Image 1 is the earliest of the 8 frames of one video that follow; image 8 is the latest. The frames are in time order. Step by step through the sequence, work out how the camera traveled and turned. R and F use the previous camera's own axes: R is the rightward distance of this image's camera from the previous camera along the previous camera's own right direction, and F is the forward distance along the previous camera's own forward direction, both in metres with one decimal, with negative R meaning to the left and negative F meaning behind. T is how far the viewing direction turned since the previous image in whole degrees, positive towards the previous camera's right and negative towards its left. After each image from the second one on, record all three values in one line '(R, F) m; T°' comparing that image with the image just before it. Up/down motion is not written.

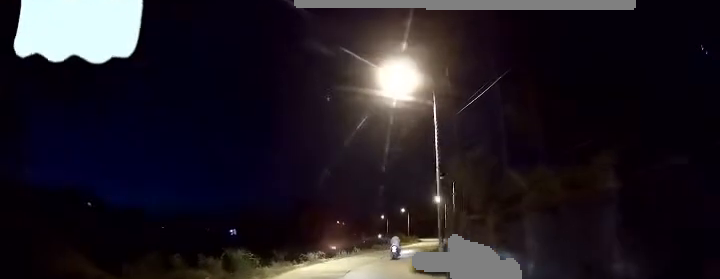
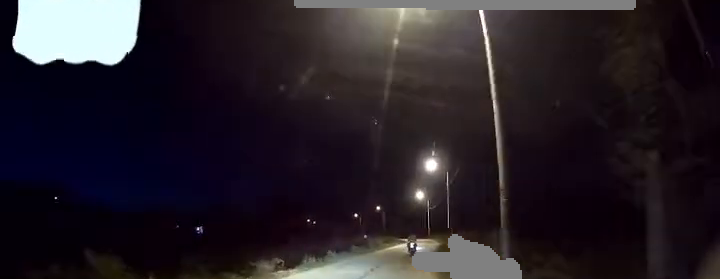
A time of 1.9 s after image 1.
(+0.1, +9.7) m; +10°
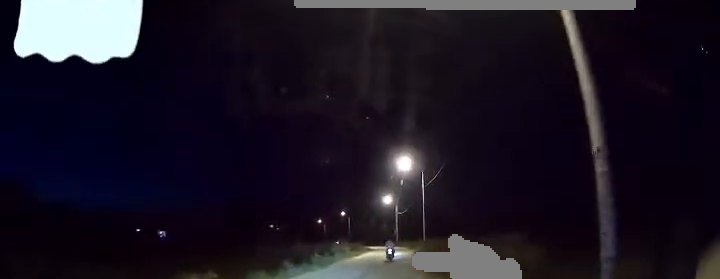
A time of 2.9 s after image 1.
(+0.7, +5.1) m; +7°
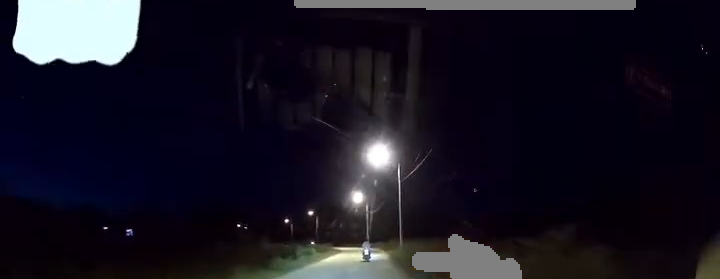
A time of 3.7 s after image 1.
(0.0, +4.6) m; +1°
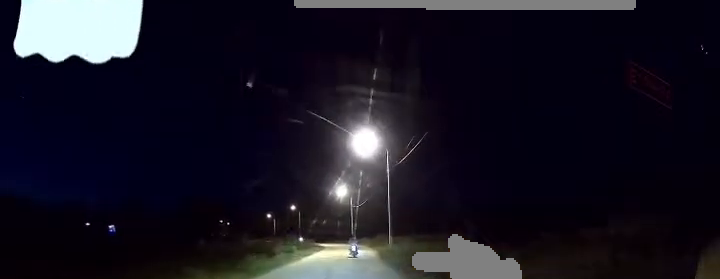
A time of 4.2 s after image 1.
(0.0, +3.3) m; +1°
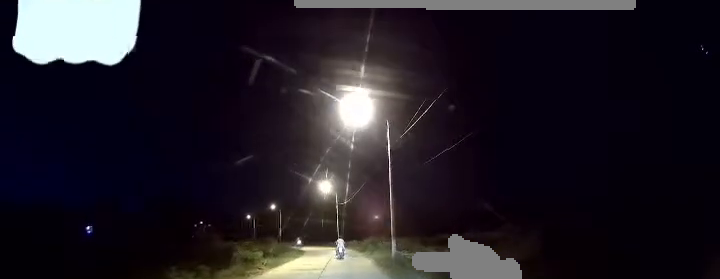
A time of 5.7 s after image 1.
(+0.3, +8.9) m; +3°
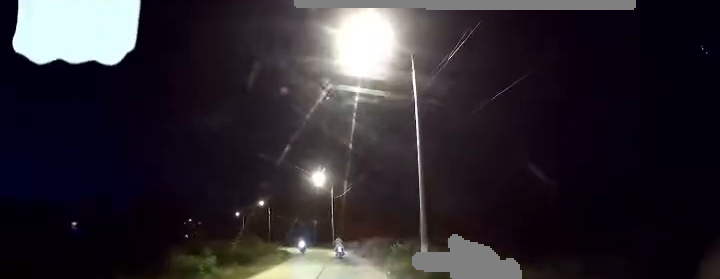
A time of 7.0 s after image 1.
(0.0, +8.4) m; 0°
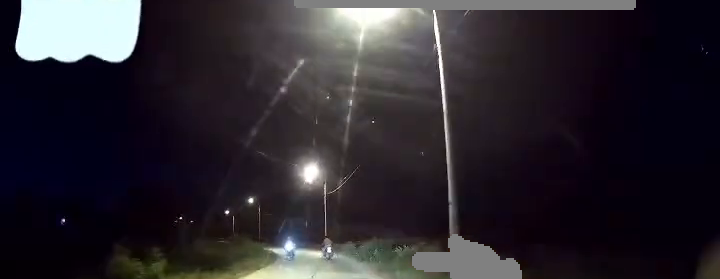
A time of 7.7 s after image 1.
(0.0, +4.2) m; -1°
